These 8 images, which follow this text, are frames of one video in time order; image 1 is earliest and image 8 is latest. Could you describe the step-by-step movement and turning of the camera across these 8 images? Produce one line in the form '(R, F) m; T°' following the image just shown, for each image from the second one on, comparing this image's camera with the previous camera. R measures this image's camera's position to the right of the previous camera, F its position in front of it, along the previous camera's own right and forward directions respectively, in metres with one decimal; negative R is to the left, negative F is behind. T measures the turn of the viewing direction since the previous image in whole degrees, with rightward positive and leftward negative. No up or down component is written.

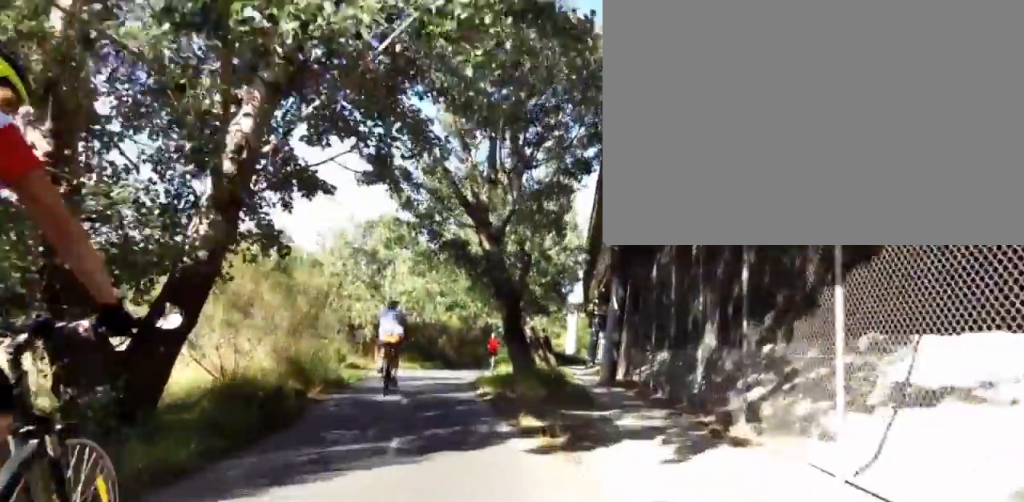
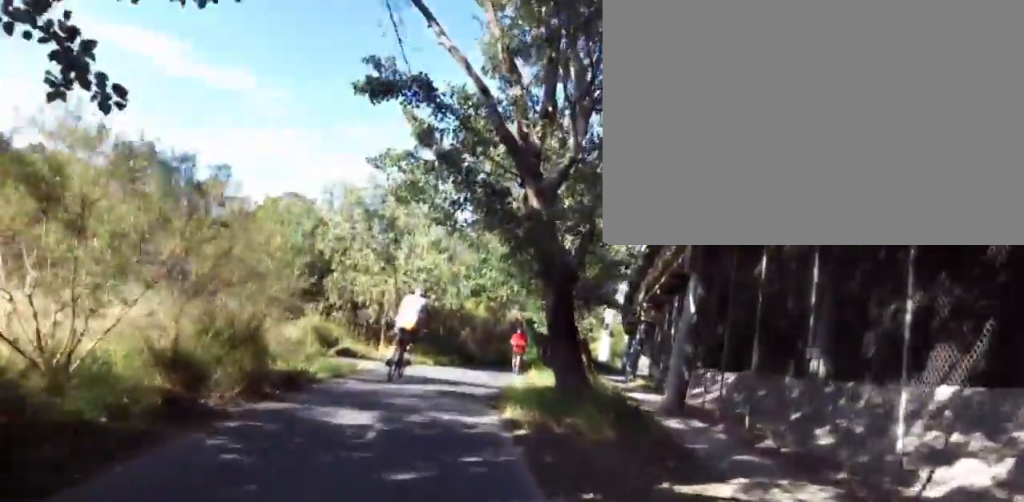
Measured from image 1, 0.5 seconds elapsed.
(0.0, +4.3) m; -2°
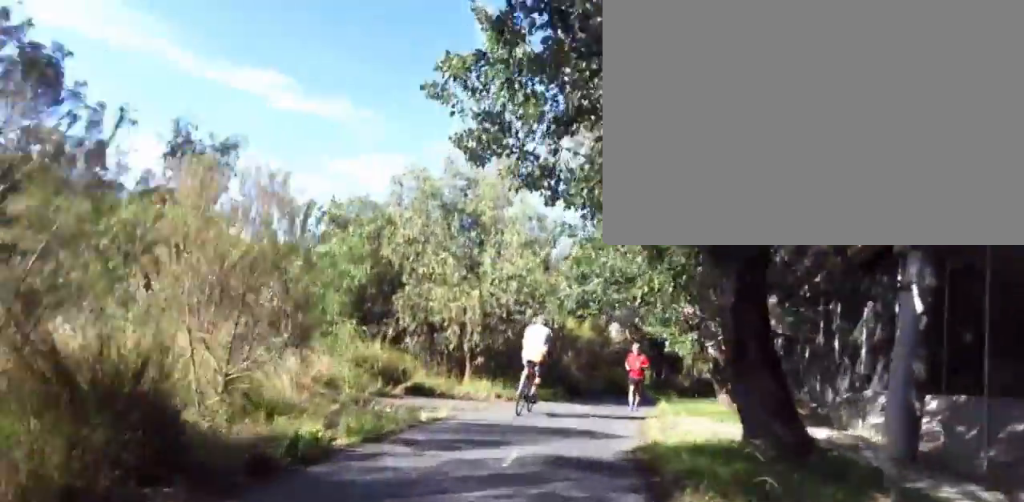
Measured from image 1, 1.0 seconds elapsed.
(0.0, +4.4) m; -2°
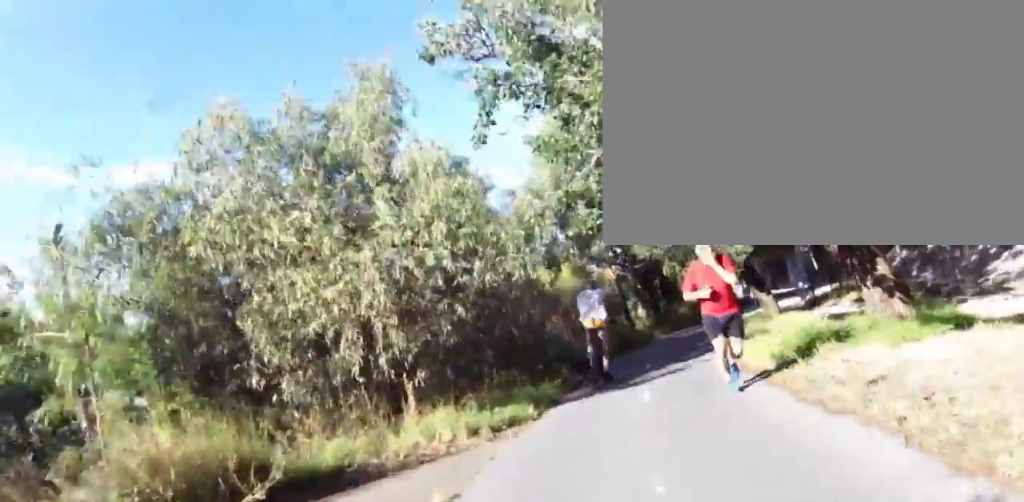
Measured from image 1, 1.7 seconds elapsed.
(-0.3, +6.9) m; -2°
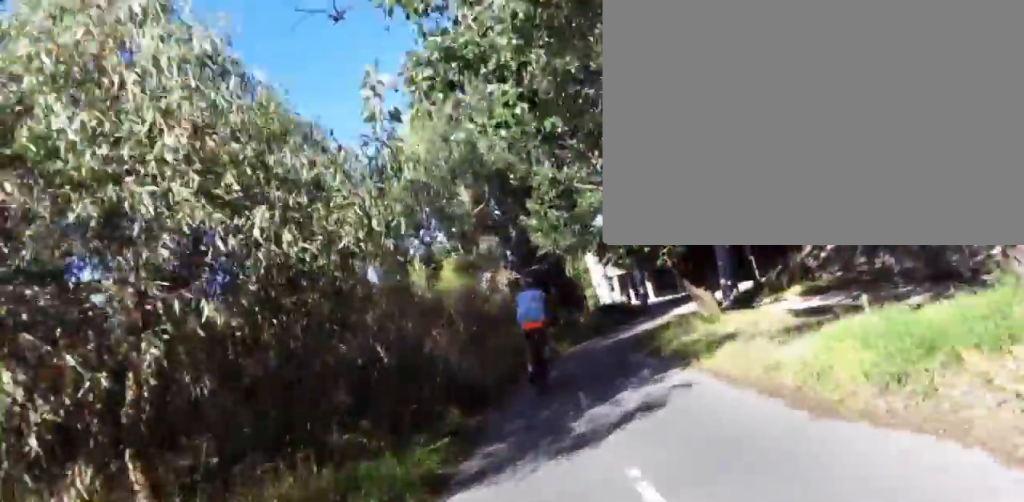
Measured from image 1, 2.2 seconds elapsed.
(0.0, +4.4) m; +3°
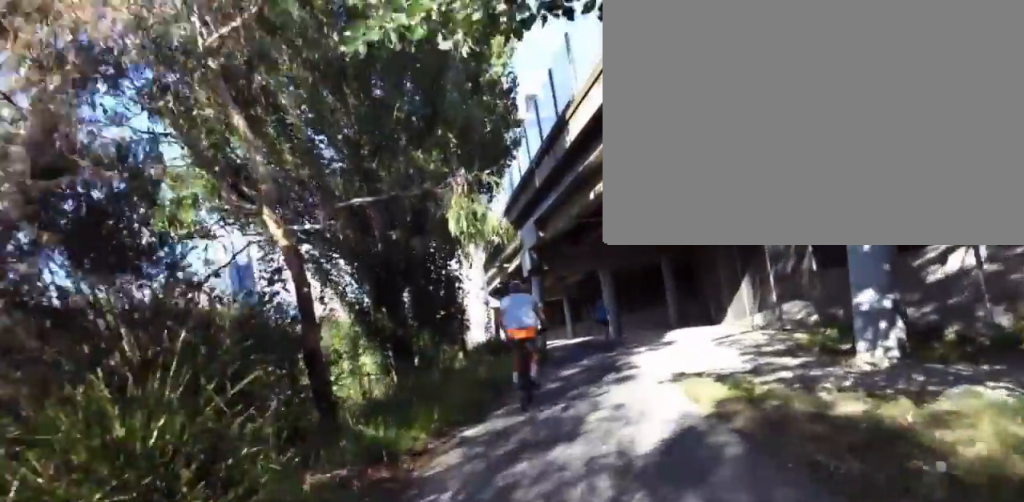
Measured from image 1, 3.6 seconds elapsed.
(+2.0, +12.0) m; +22°
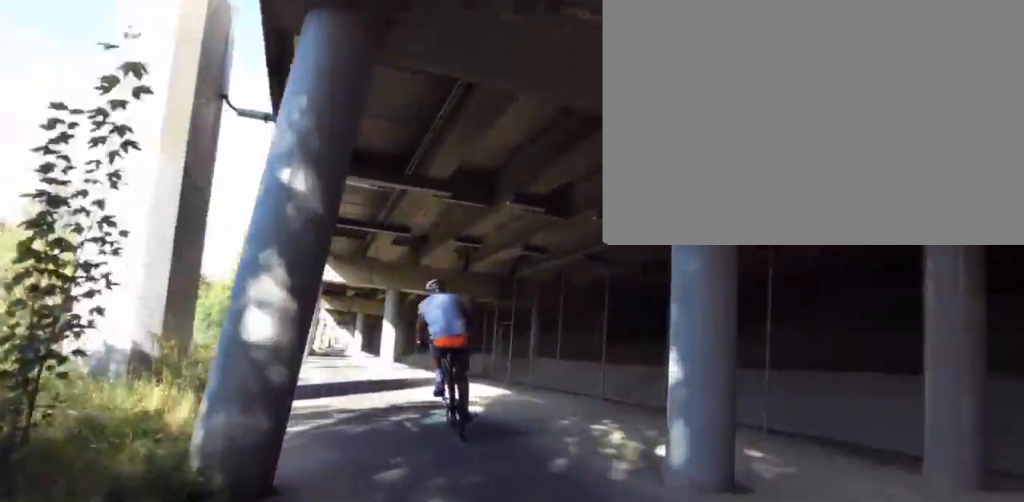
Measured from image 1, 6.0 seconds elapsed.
(+2.2, +20.9) m; +13°
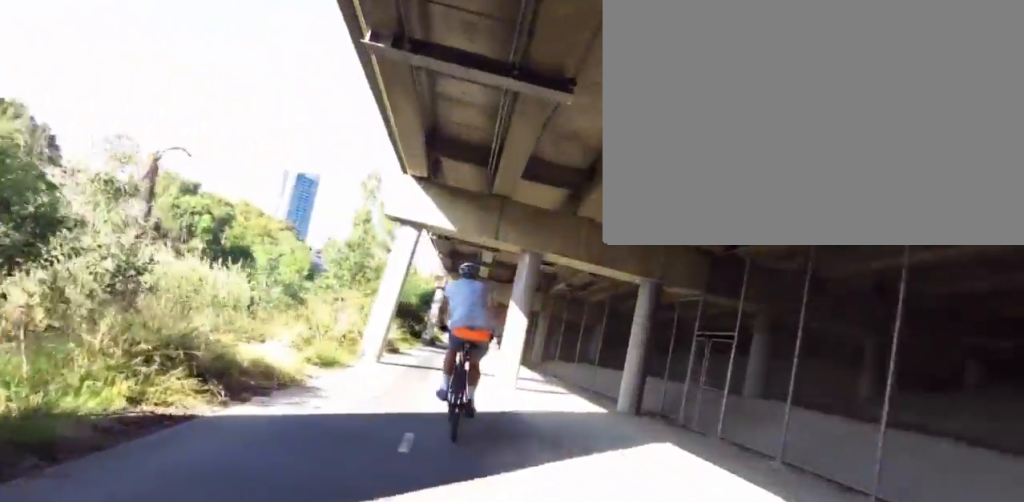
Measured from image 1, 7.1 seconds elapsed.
(+1.1, +8.0) m; -1°
